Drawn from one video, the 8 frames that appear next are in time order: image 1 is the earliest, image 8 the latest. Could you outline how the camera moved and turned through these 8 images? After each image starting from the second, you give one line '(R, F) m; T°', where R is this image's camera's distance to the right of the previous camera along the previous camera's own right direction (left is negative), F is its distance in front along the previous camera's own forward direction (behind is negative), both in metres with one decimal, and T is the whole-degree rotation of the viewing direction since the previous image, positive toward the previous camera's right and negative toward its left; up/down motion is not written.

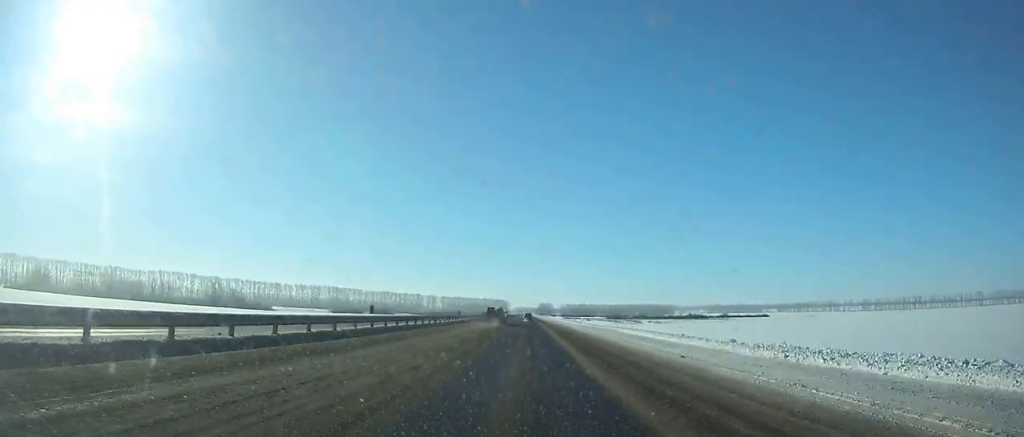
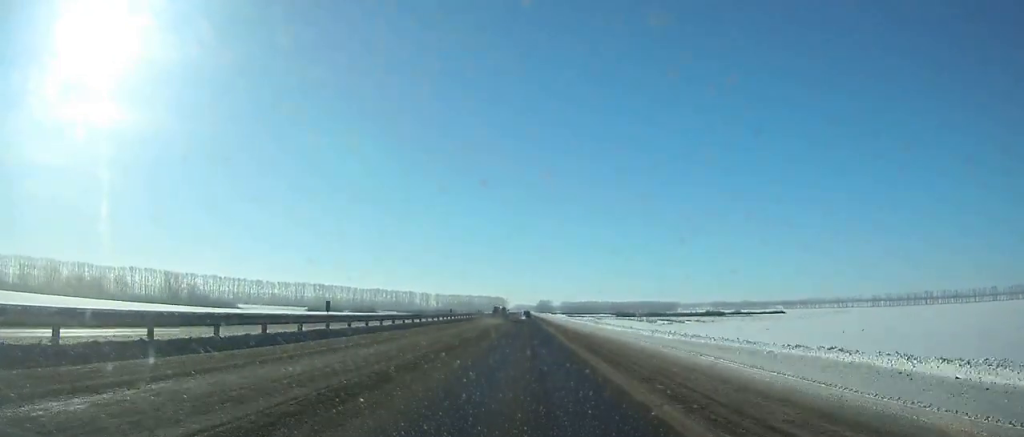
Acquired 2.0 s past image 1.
(-0.1, +44.6) m; 0°
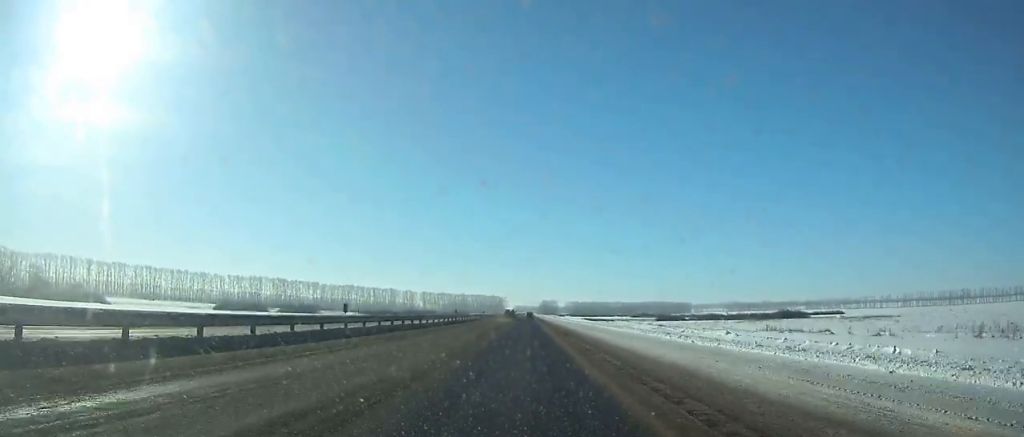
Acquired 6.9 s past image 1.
(+0.1, +109.9) m; 0°
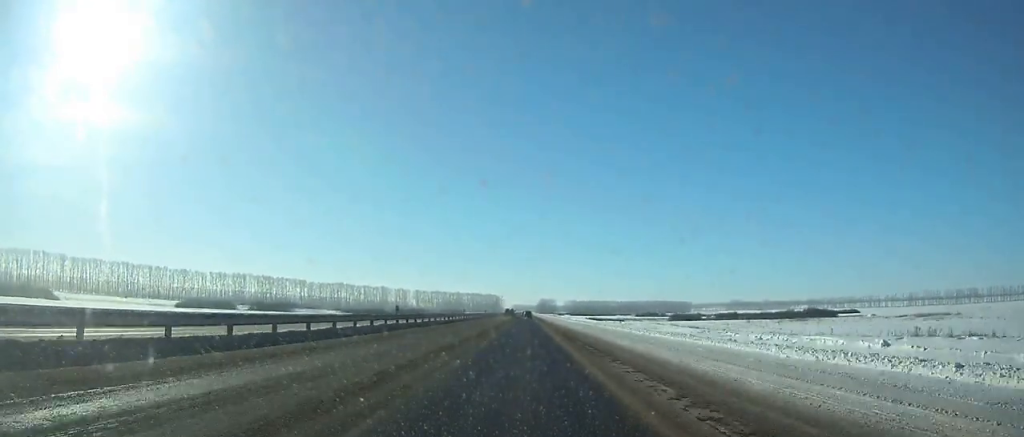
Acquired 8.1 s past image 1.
(0.0, +26.8) m; 0°
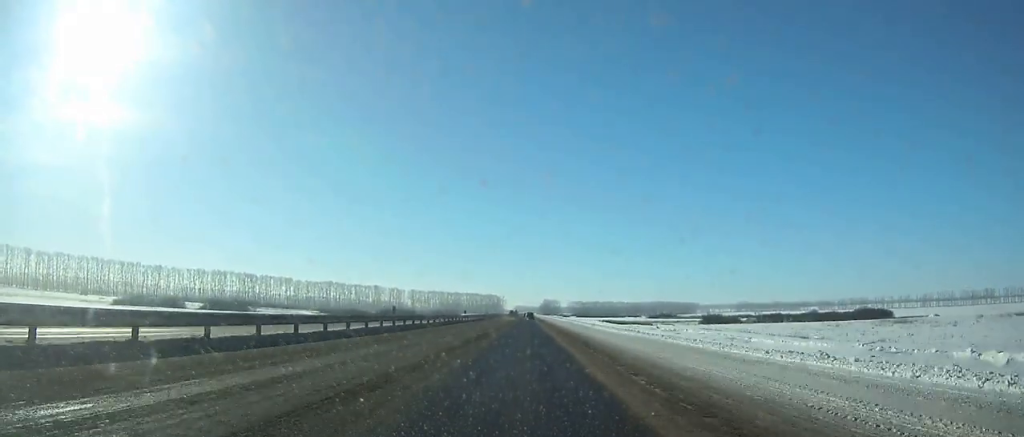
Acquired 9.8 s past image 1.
(+0.1, +38.3) m; 0°
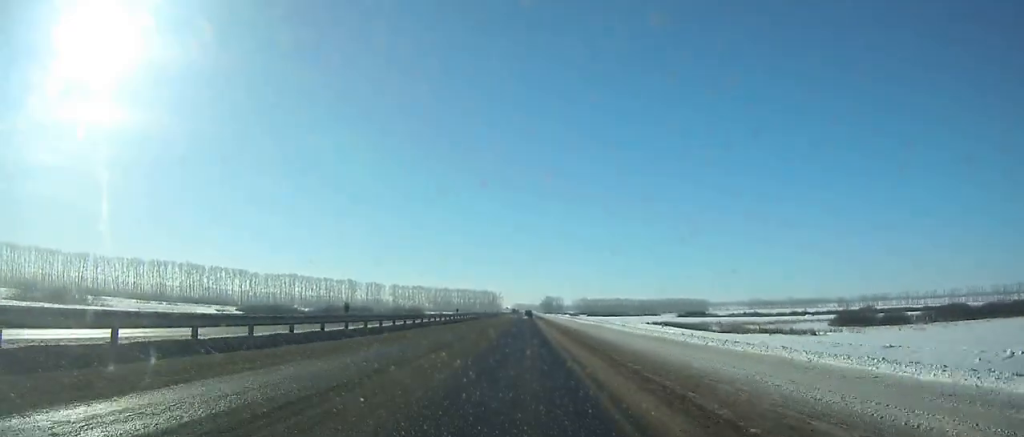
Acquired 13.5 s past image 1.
(-0.1, +85.2) m; 0°
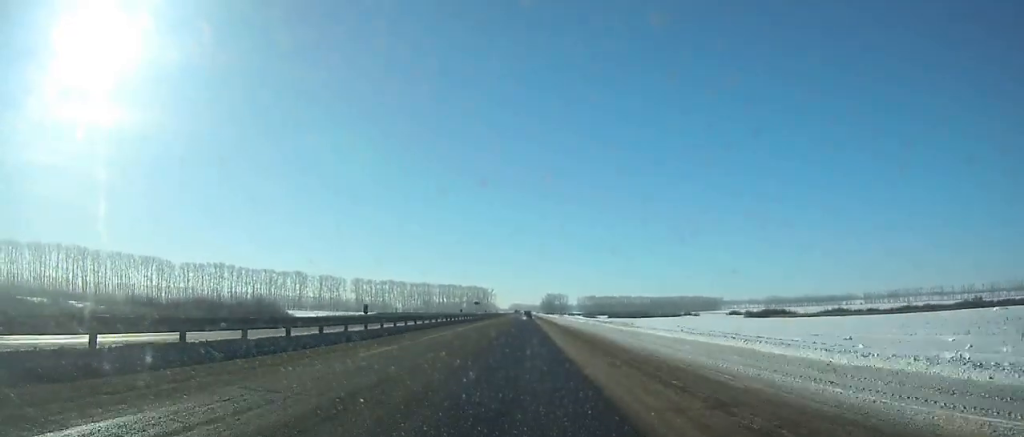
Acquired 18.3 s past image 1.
(-0.3, +113.7) m; 0°
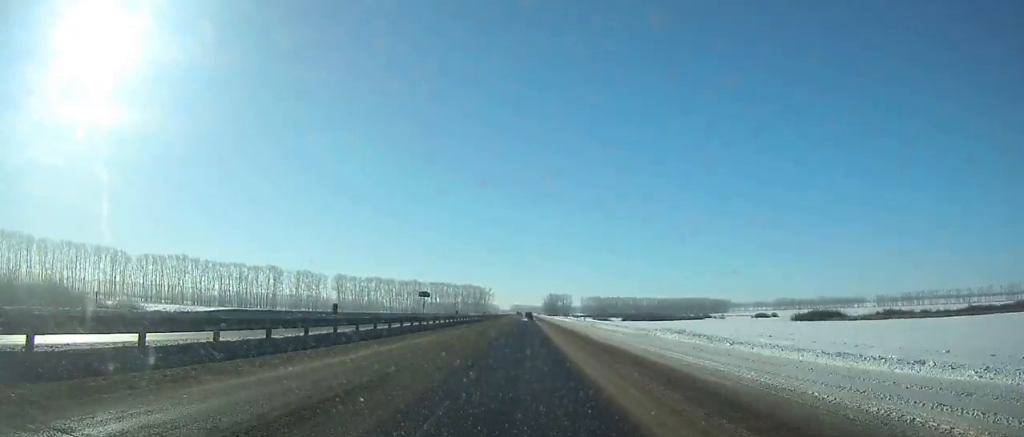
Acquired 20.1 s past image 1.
(+0.1, +43.2) m; 0°
